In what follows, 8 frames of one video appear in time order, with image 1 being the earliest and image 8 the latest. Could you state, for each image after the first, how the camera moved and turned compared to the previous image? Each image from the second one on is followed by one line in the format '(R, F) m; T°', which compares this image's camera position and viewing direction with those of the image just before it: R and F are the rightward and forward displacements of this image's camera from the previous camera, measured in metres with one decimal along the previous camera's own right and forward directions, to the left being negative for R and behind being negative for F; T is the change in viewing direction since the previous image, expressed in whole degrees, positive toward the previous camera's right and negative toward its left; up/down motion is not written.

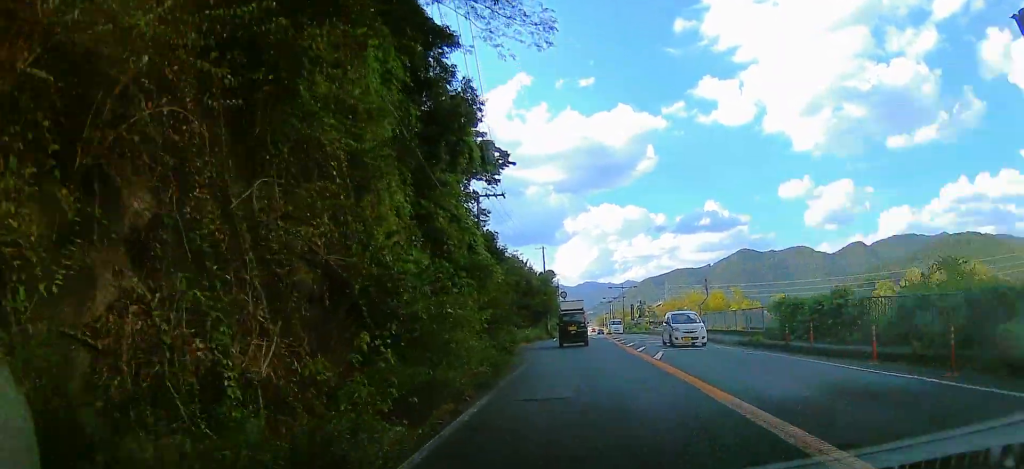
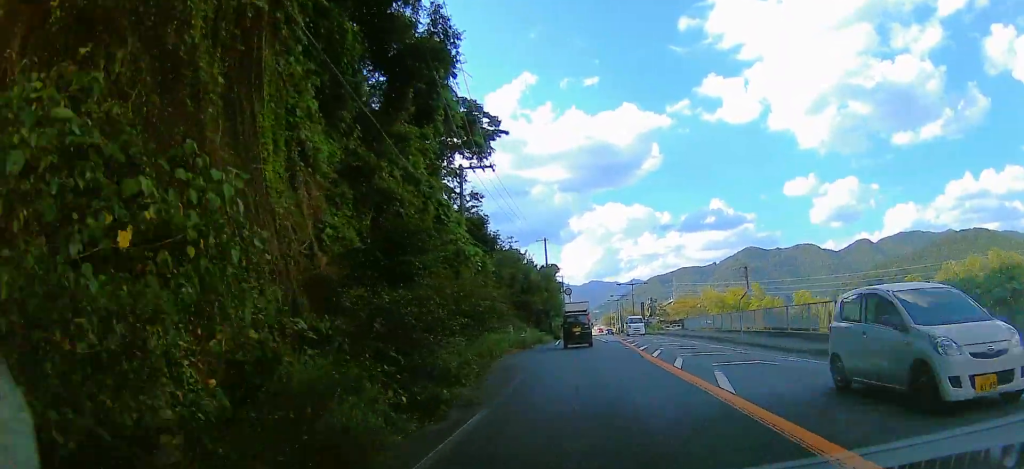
(+0.1, +7.8) m; -1°
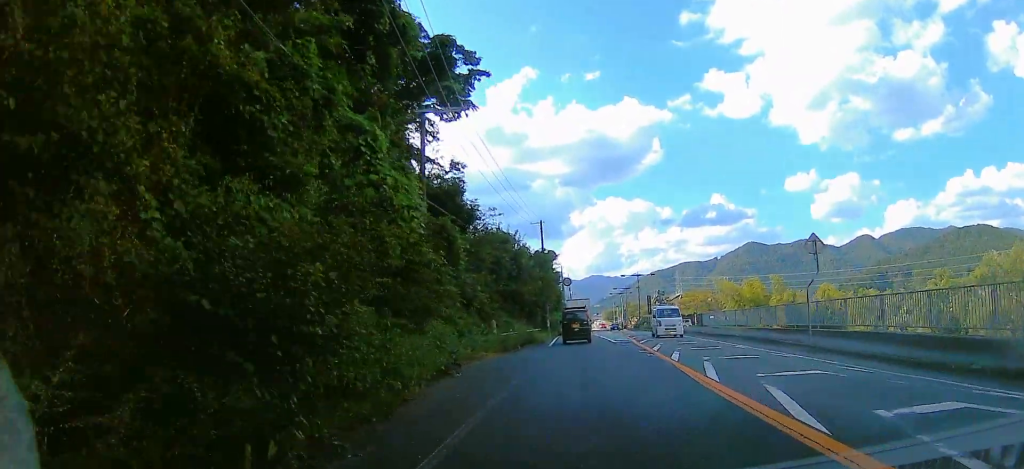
(-0.4, +8.6) m; 0°
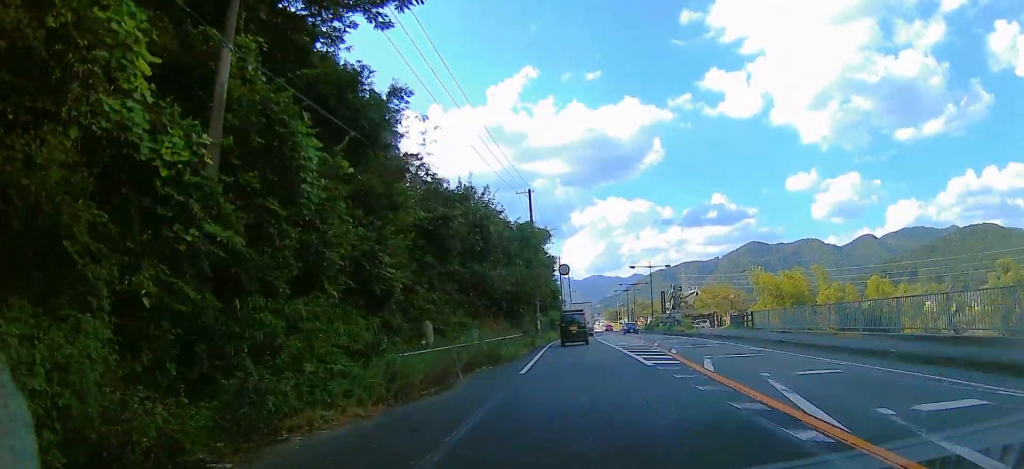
(+0.4, +14.9) m; +1°
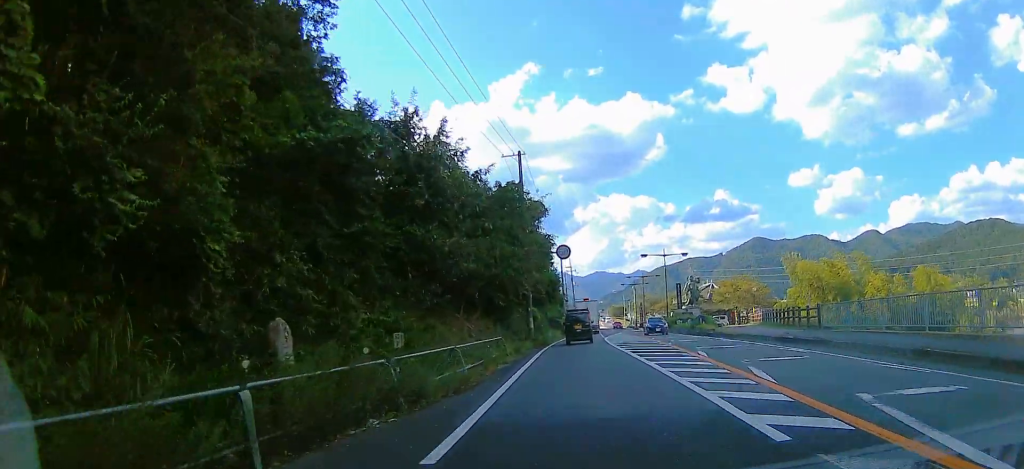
(-0.2, +10.1) m; -1°
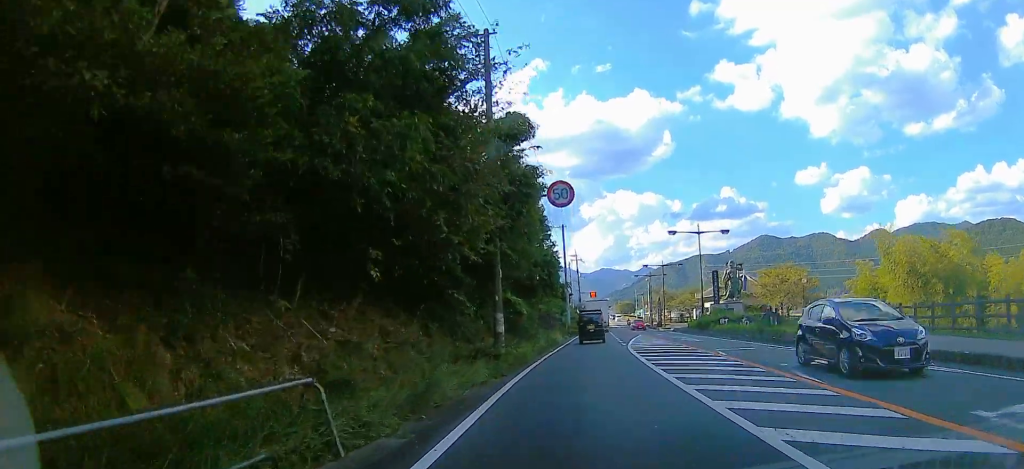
(-0.1, +16.1) m; 0°
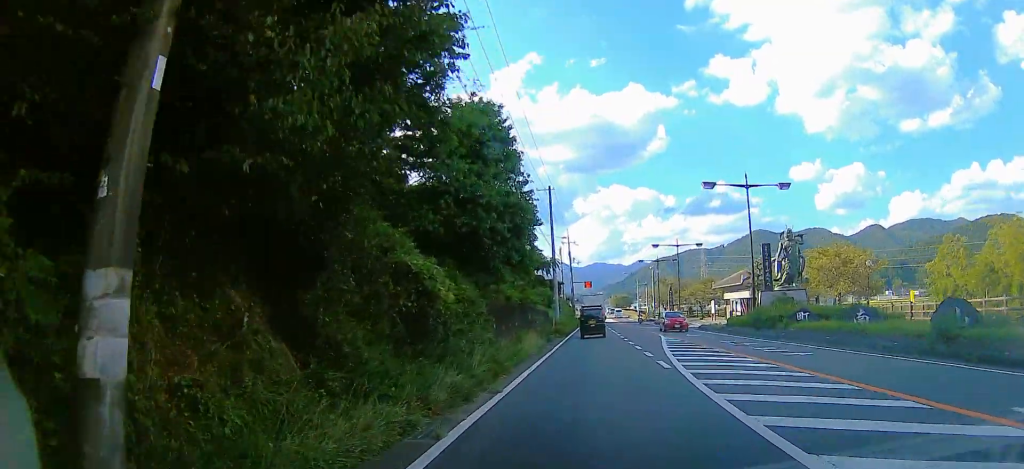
(+0.1, +16.3) m; +2°
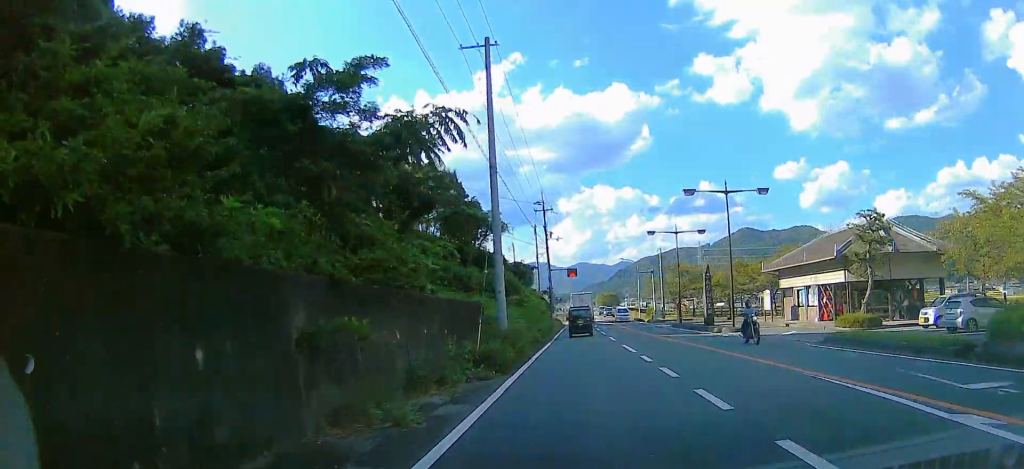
(+0.7, +25.9) m; +1°
